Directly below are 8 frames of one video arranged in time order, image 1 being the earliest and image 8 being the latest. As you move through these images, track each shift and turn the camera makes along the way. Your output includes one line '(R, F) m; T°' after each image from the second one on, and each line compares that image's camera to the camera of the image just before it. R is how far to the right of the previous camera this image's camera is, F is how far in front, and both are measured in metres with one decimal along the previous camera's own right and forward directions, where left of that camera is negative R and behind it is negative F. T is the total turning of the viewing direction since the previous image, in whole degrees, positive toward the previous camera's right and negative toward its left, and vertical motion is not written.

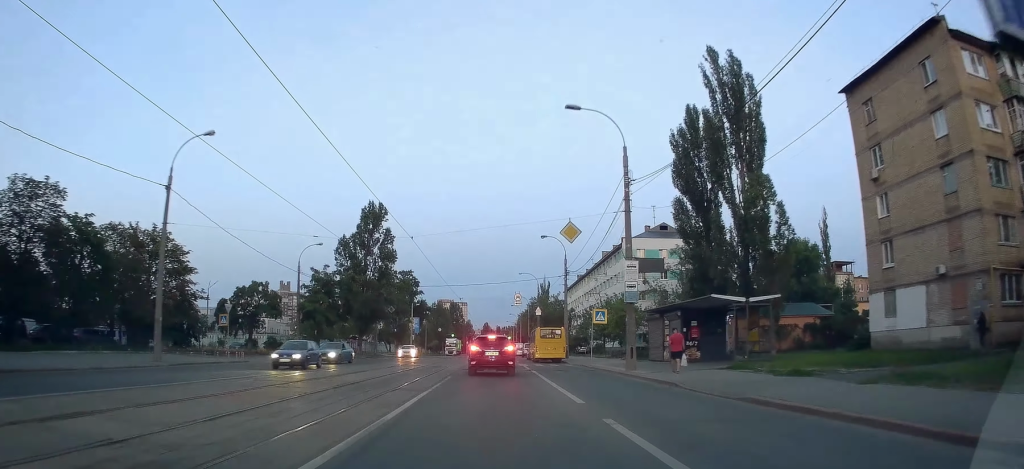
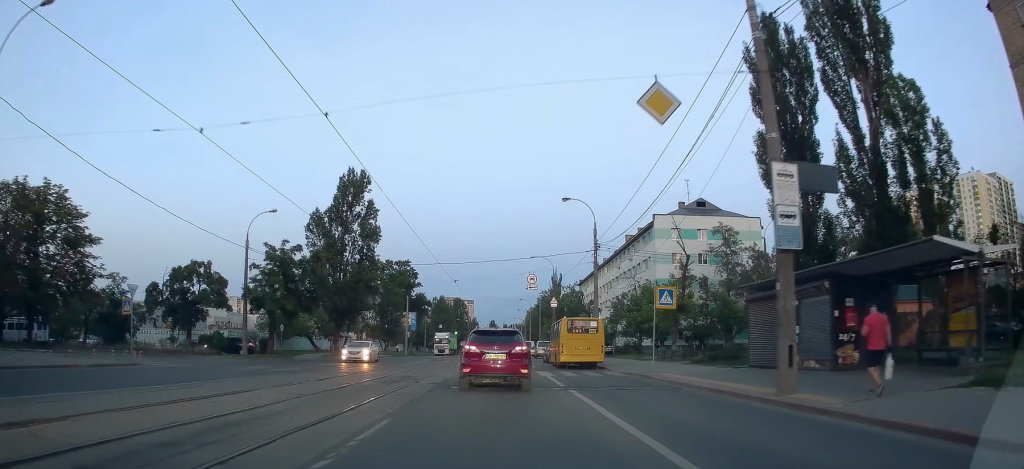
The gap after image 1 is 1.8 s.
(+0.2, +14.8) m; +2°
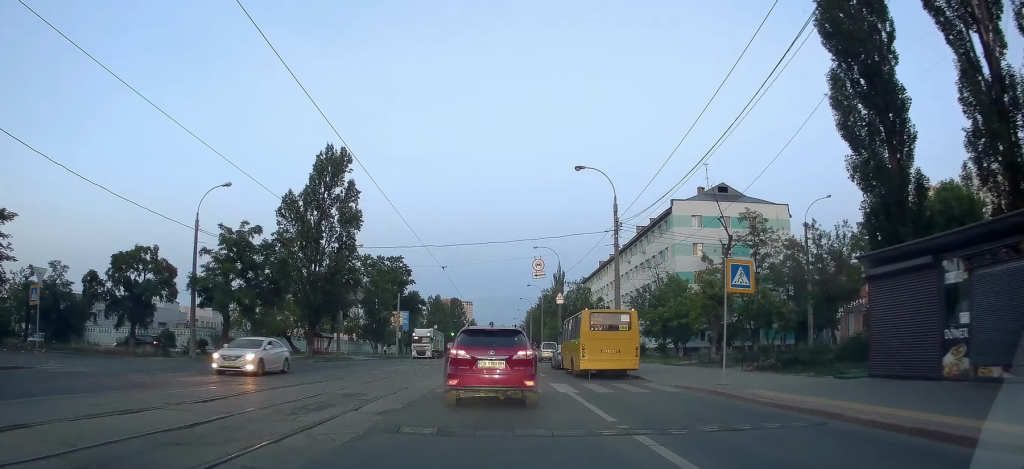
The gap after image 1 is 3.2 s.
(-0.1, +9.0) m; +4°
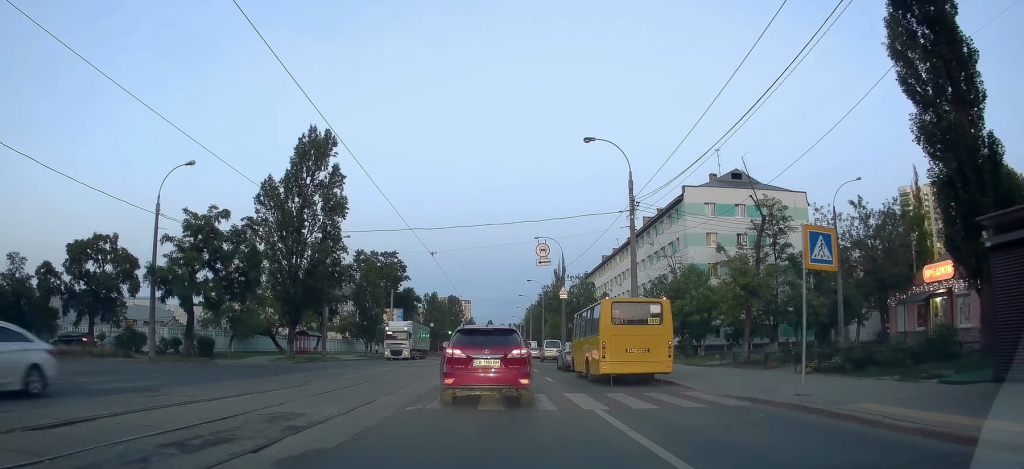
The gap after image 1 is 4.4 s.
(+0.5, +5.9) m; +6°
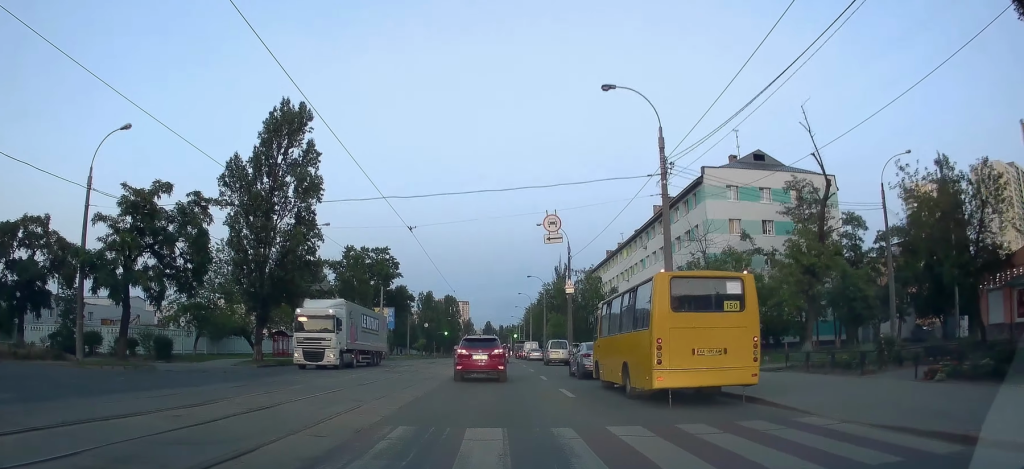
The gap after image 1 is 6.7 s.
(+1.2, +10.4) m; +4°
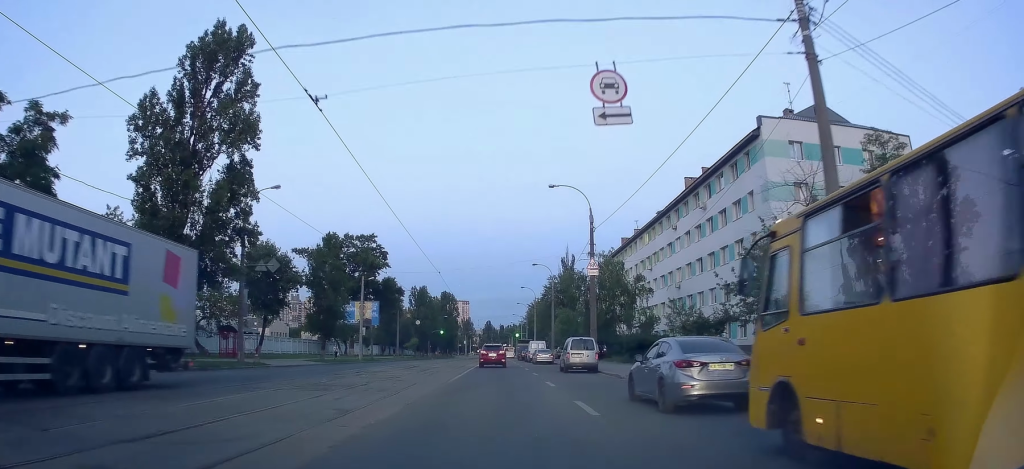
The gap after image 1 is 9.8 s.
(-2.1, +13.9) m; -20°
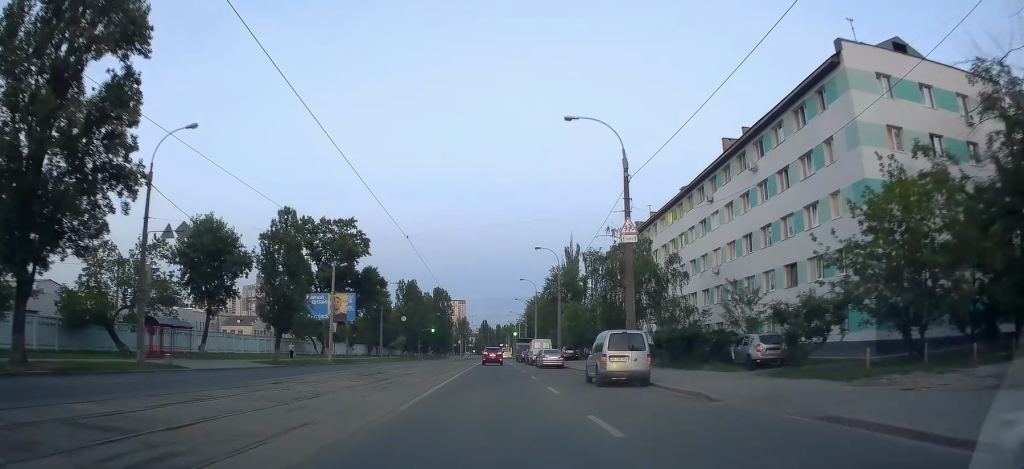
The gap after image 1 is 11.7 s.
(-1.0, +10.5) m; -3°
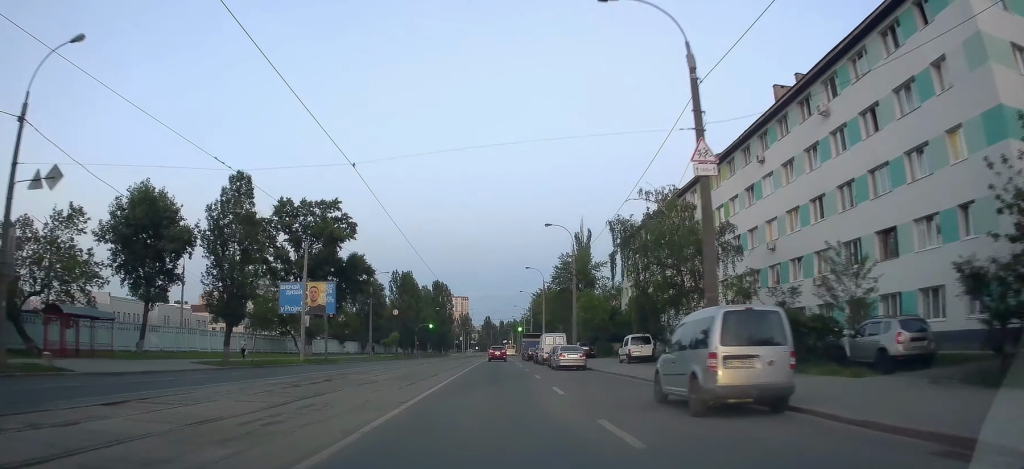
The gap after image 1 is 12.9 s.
(+0.3, +8.2) m; +1°
